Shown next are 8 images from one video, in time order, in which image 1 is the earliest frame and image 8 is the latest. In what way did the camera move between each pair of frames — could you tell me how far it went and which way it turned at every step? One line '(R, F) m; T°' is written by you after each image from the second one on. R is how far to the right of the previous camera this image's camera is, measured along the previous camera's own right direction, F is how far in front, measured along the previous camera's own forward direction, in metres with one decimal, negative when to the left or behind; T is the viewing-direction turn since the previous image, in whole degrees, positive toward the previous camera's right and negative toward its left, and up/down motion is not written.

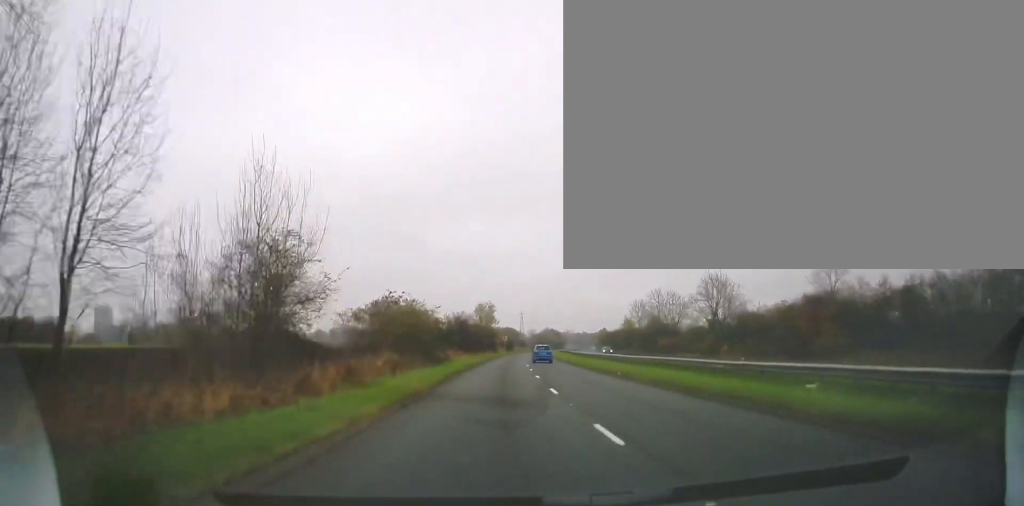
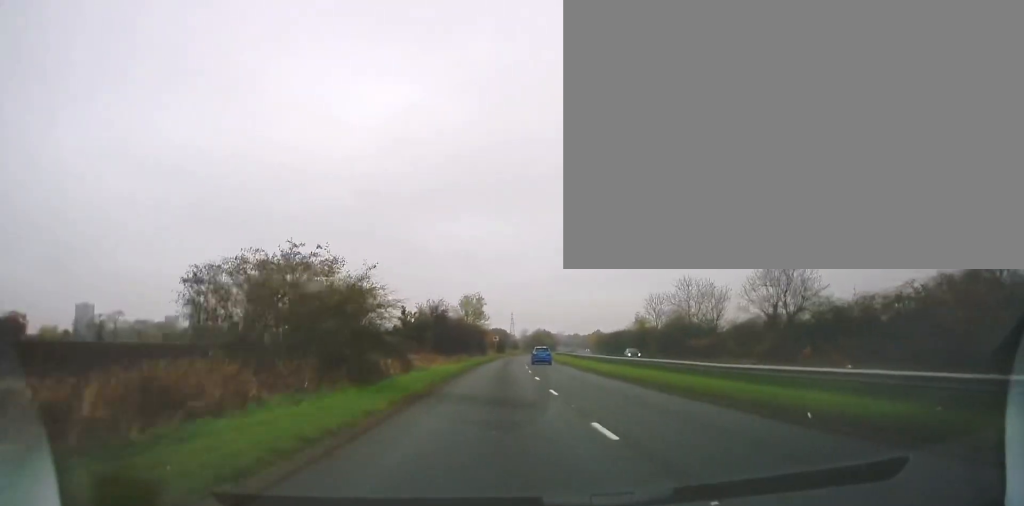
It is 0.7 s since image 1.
(0.0, +17.6) m; 0°
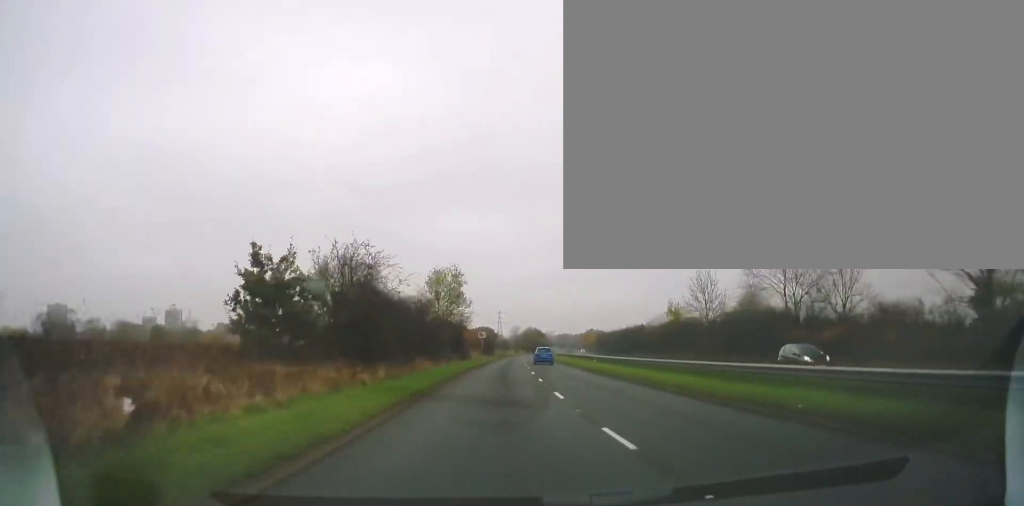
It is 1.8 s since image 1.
(+0.3, +26.9) m; +1°
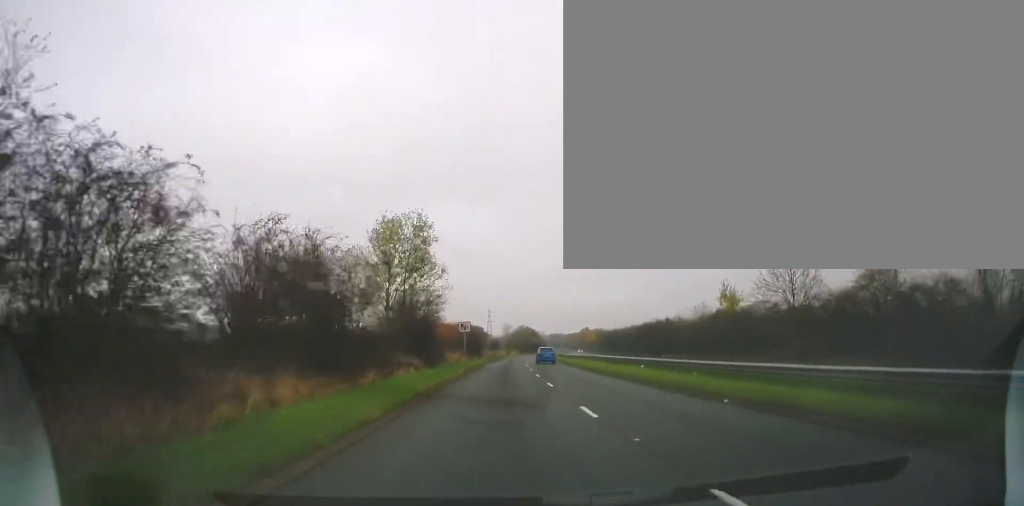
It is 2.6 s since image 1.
(0.0, +22.1) m; +1°
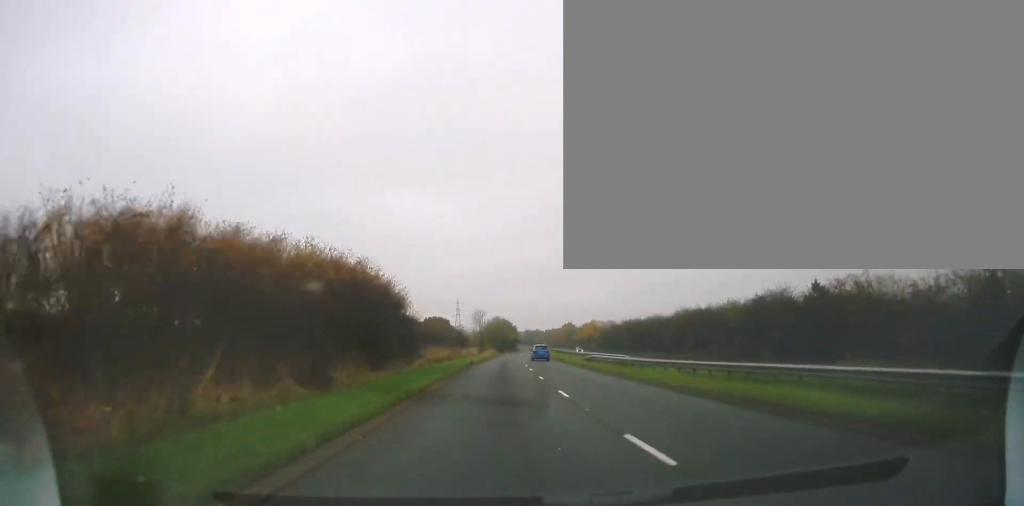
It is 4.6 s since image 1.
(+1.3, +49.5) m; +2°
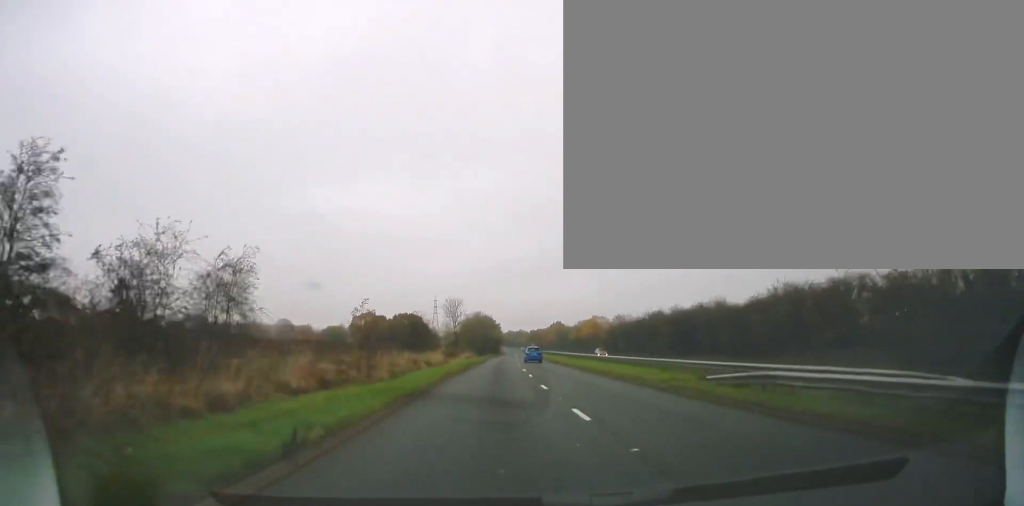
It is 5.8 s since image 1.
(+0.4, +31.6) m; +2°
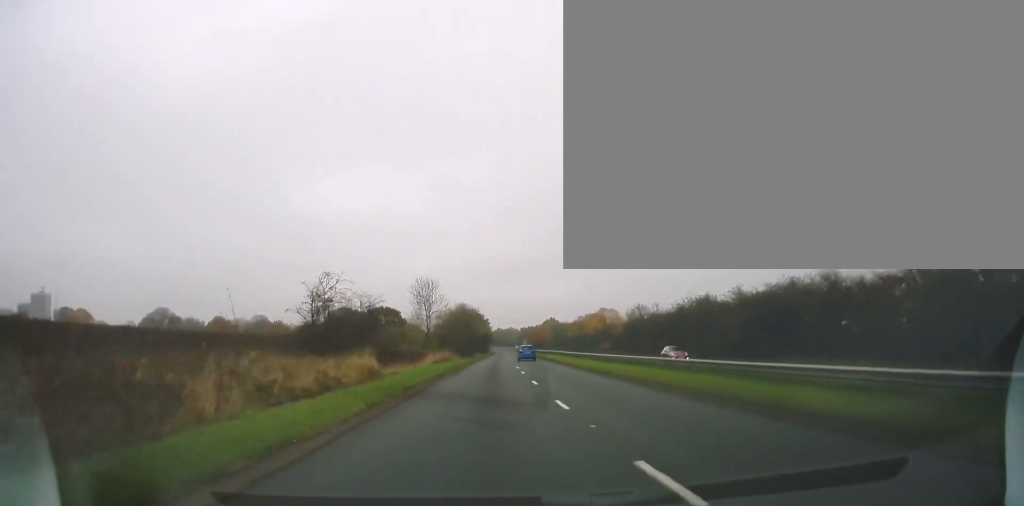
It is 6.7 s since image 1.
(+0.3, +23.1) m; +2°
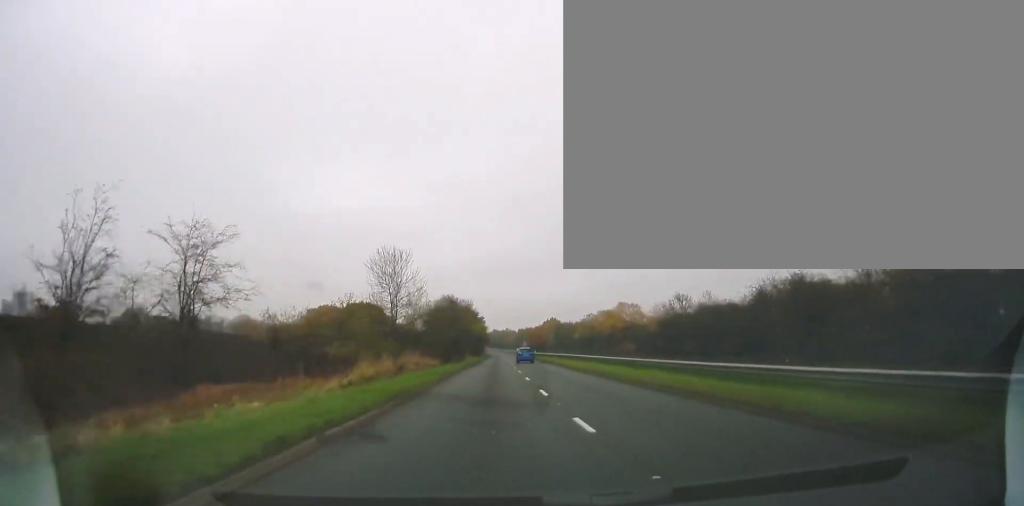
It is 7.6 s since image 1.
(+0.4, +22.2) m; +1°
